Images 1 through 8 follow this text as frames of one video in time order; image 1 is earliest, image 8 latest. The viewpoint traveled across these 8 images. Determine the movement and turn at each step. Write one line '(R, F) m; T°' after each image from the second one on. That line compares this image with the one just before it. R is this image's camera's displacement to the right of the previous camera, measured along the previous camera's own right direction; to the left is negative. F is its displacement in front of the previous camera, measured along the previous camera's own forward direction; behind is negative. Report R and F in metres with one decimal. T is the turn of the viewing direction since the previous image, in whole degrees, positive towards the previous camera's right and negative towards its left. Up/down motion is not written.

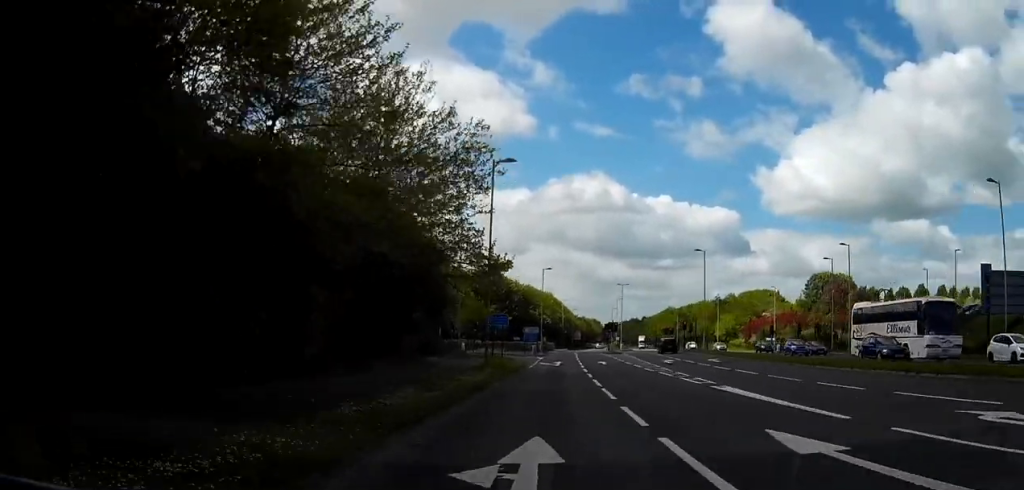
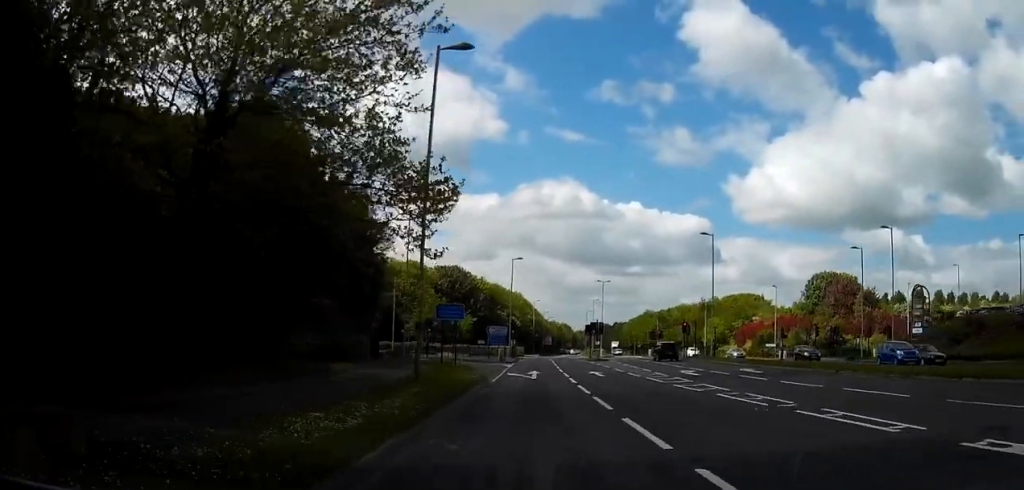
(+0.2, +15.0) m; +2°
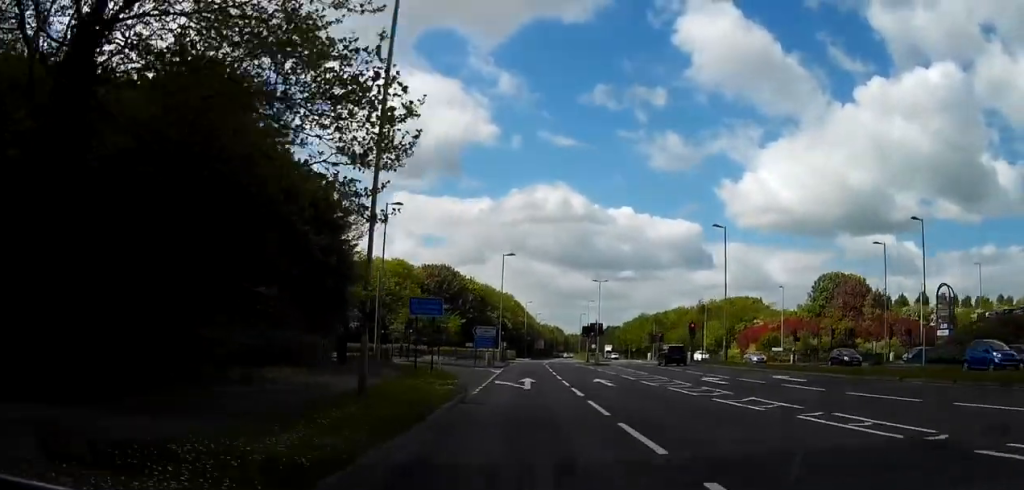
(0.0, +6.3) m; +1°
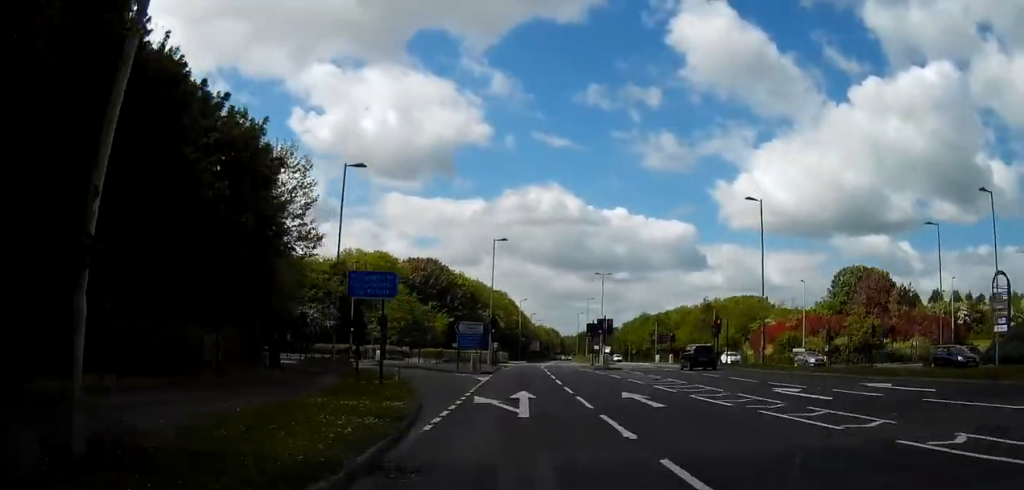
(+0.2, +10.2) m; 0°
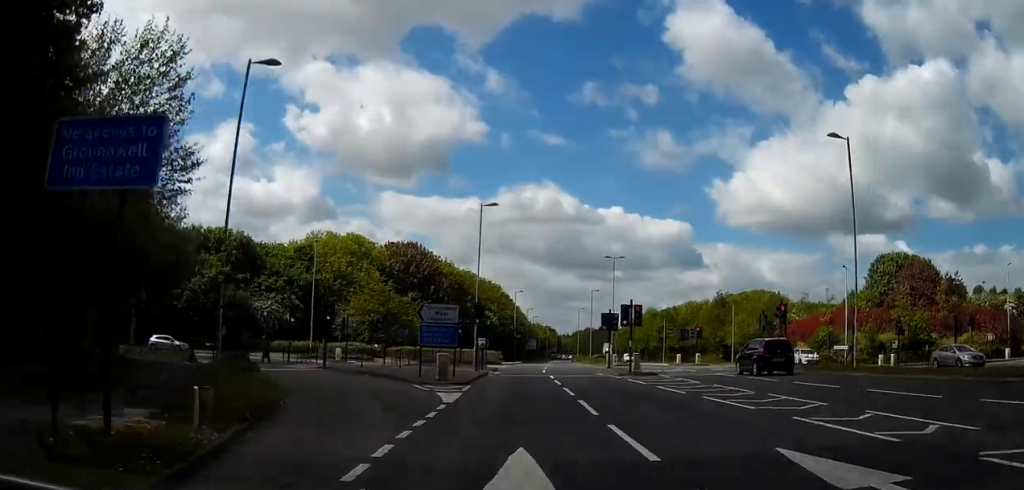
(0.0, +14.0) m; +1°
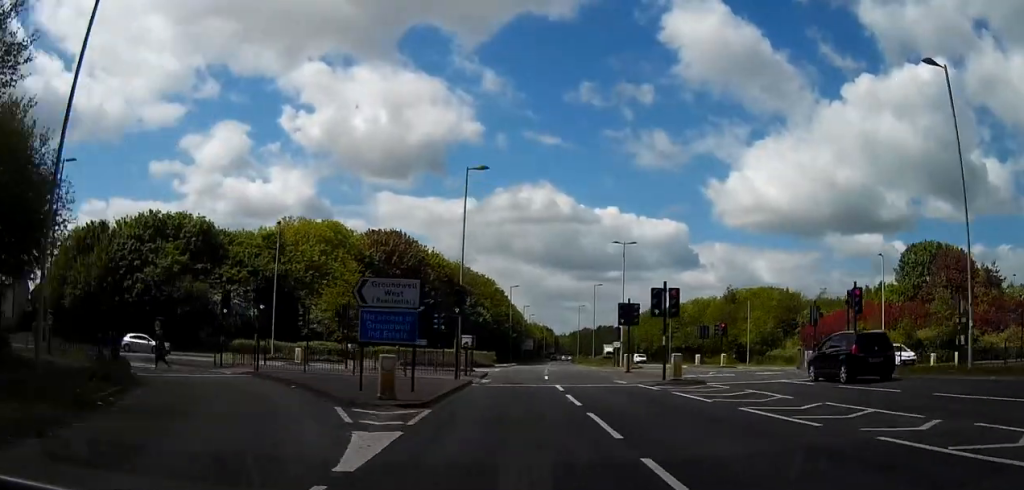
(0.0, +9.7) m; +1°
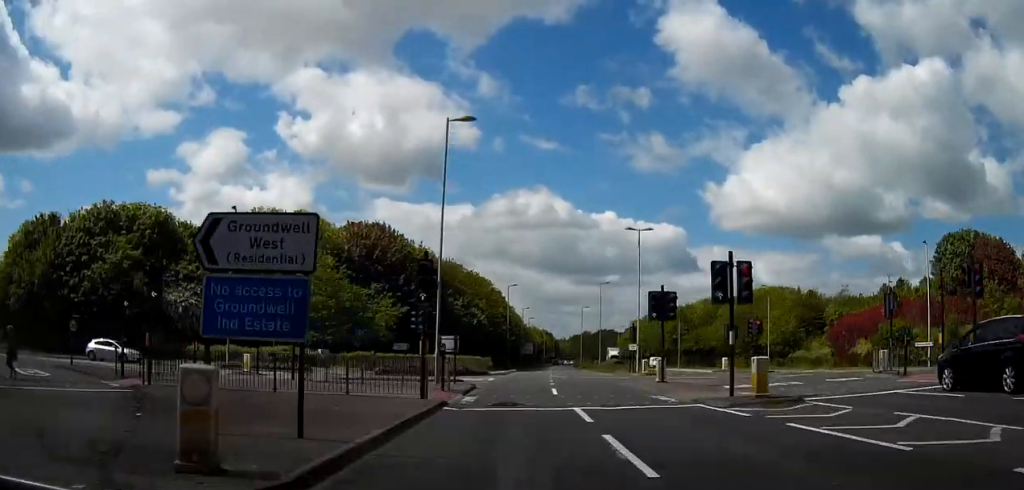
(+0.2, +9.1) m; +1°
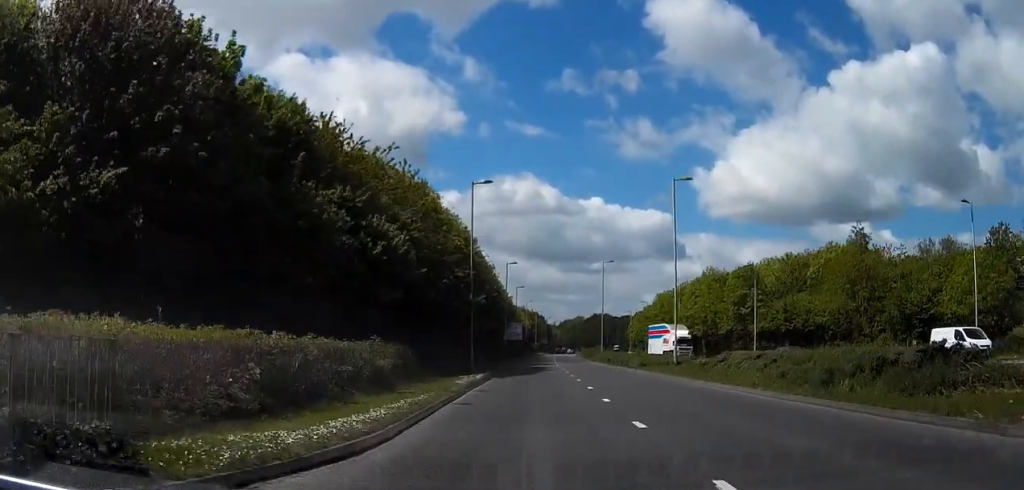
(+0.9, +48.9) m; +2°
